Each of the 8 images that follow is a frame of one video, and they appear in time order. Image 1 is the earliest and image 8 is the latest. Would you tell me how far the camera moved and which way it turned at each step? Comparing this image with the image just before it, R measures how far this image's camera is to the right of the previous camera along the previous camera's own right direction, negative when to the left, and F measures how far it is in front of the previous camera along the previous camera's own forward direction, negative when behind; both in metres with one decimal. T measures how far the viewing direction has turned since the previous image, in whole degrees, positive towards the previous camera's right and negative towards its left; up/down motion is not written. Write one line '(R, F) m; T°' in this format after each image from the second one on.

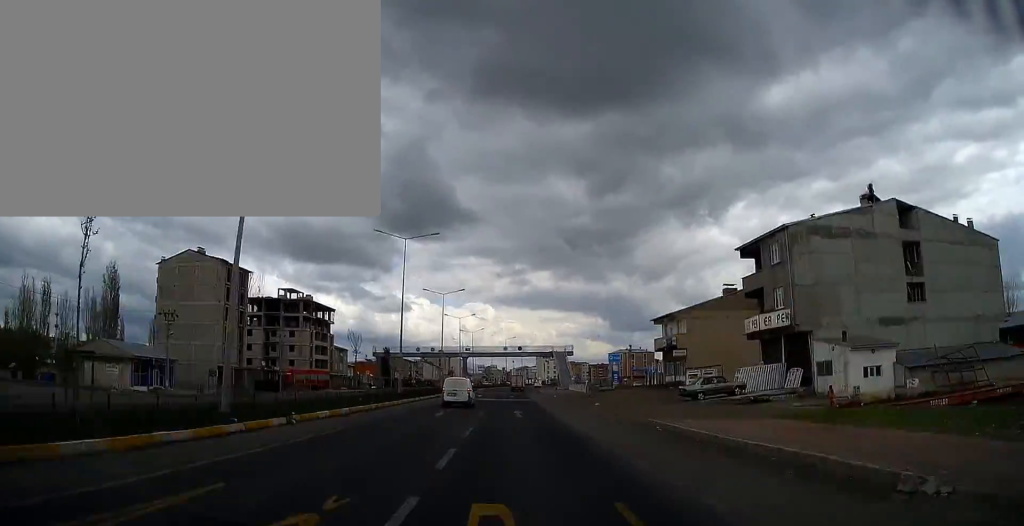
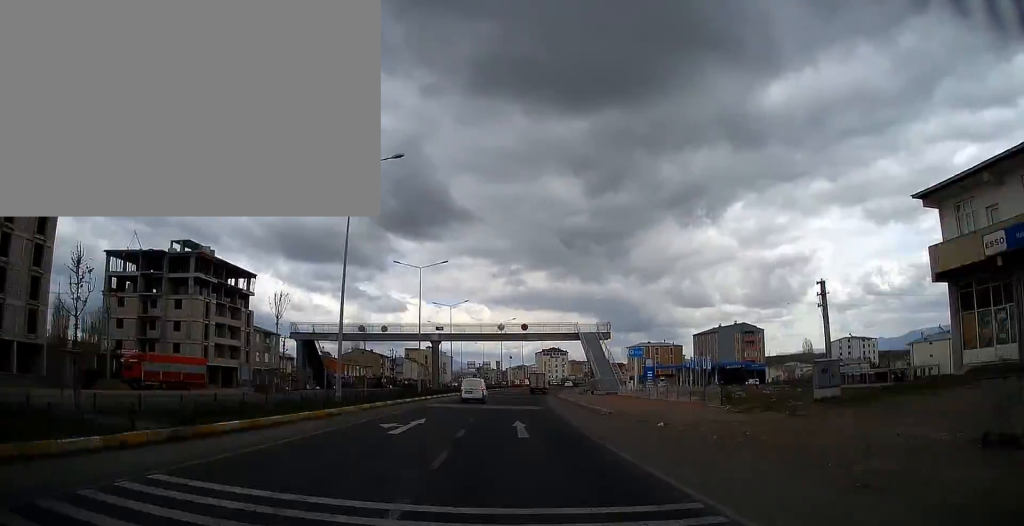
(-0.5, +43.3) m; +1°
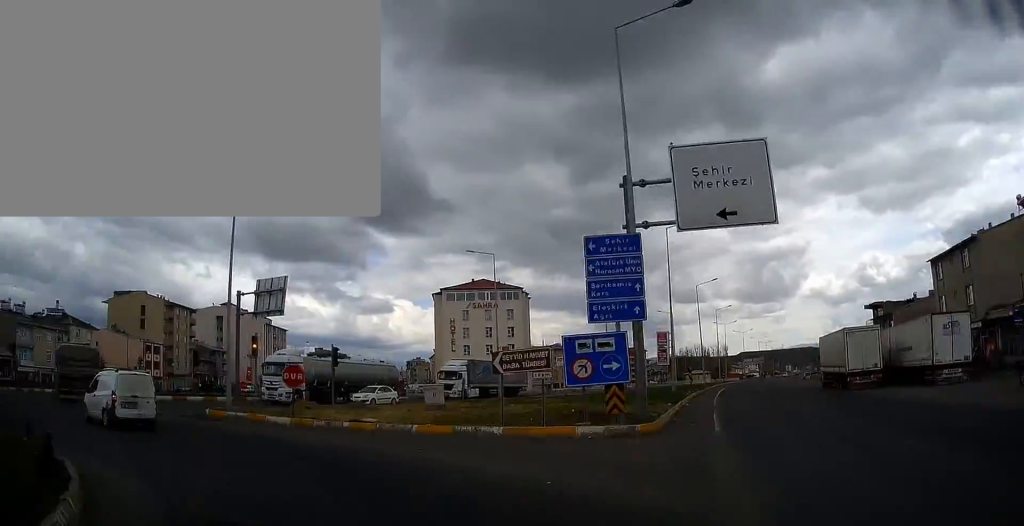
(+3.3, +208.8) m; -14°
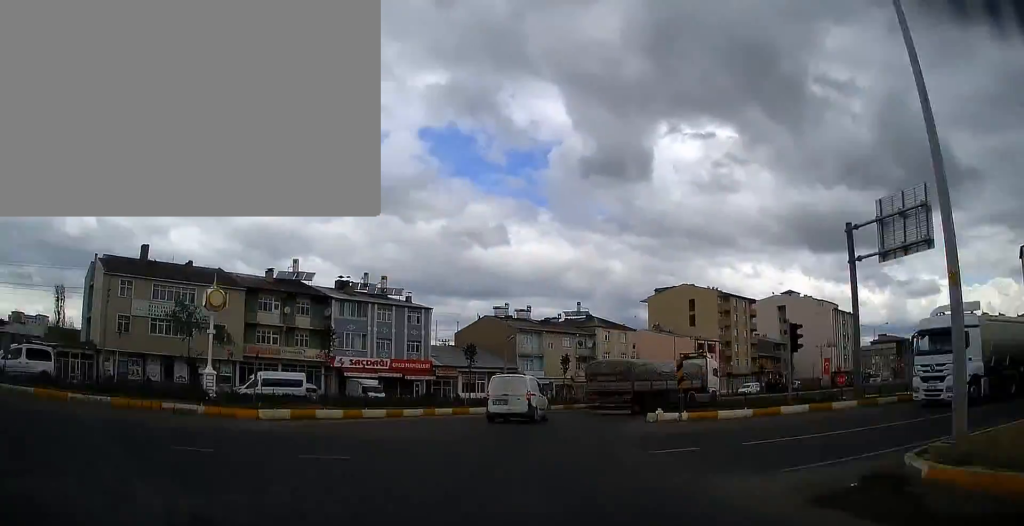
(-2.1, +31.5) m; -2°
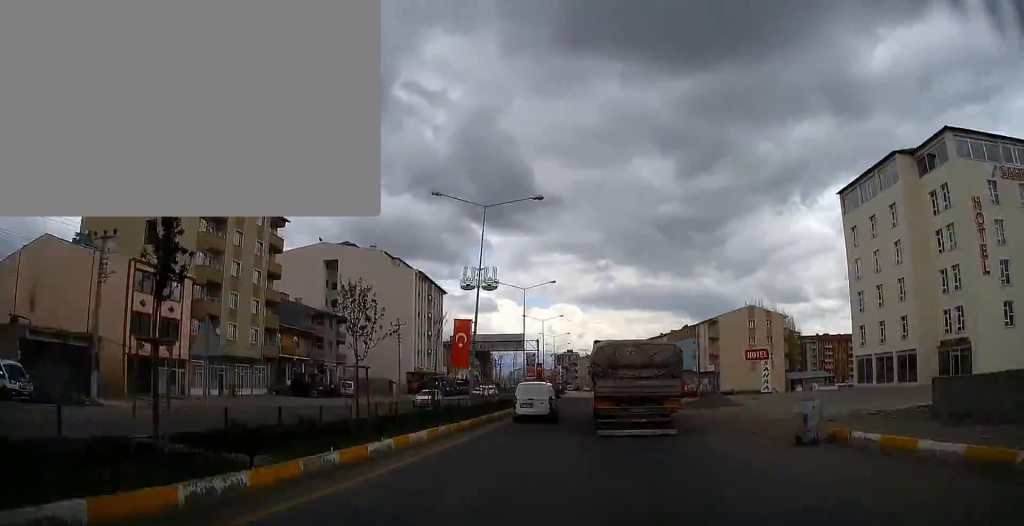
(+4.6, +85.9) m; +7°
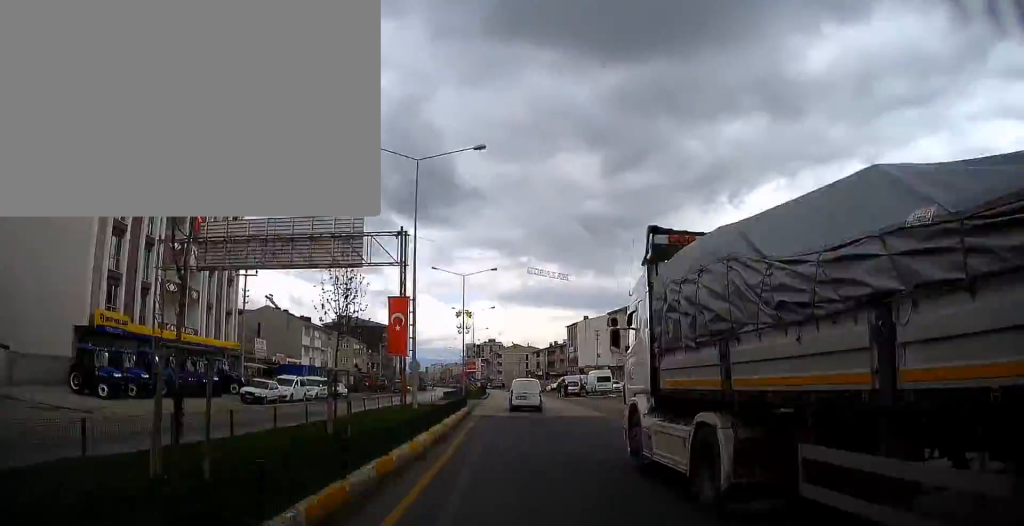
(+3.4, +62.9) m; +2°
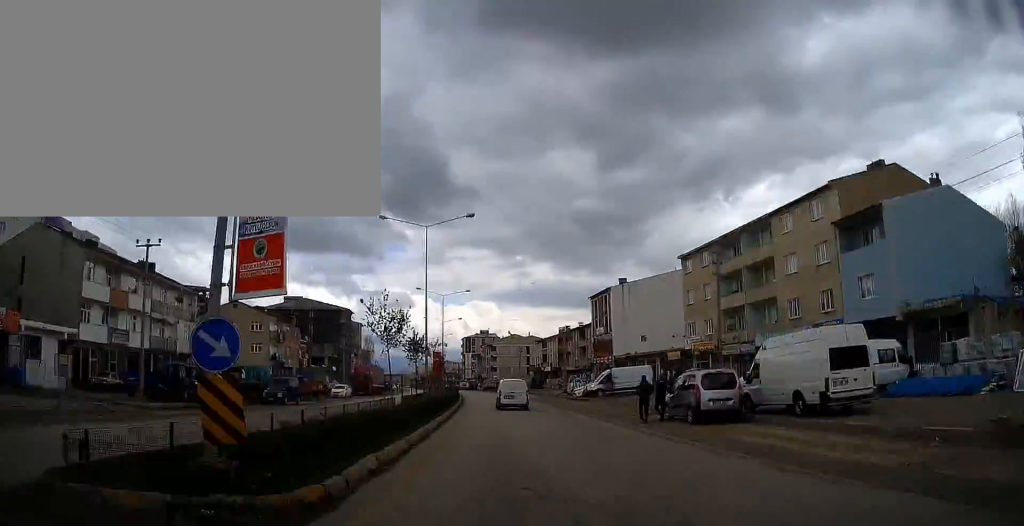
(+0.4, +41.6) m; -1°
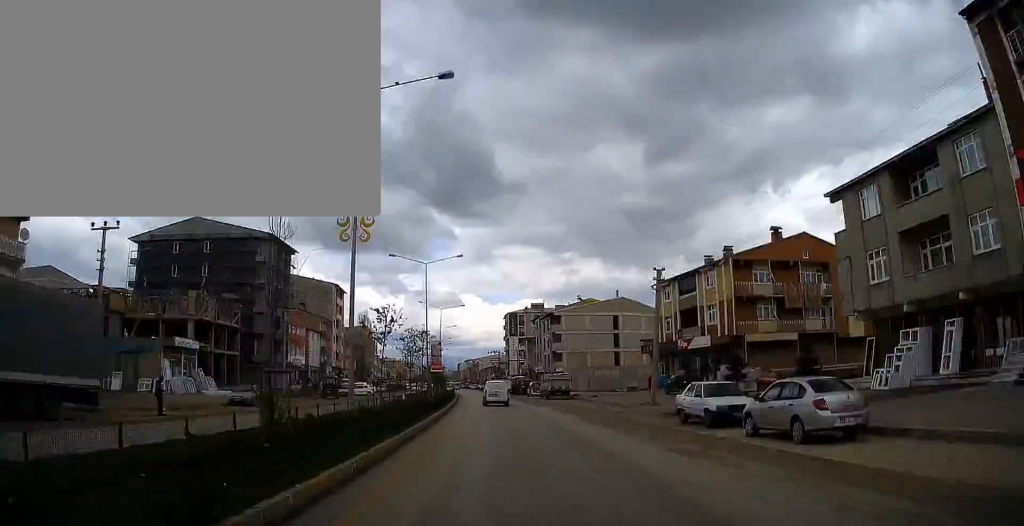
(-2.1, +68.3) m; -3°
